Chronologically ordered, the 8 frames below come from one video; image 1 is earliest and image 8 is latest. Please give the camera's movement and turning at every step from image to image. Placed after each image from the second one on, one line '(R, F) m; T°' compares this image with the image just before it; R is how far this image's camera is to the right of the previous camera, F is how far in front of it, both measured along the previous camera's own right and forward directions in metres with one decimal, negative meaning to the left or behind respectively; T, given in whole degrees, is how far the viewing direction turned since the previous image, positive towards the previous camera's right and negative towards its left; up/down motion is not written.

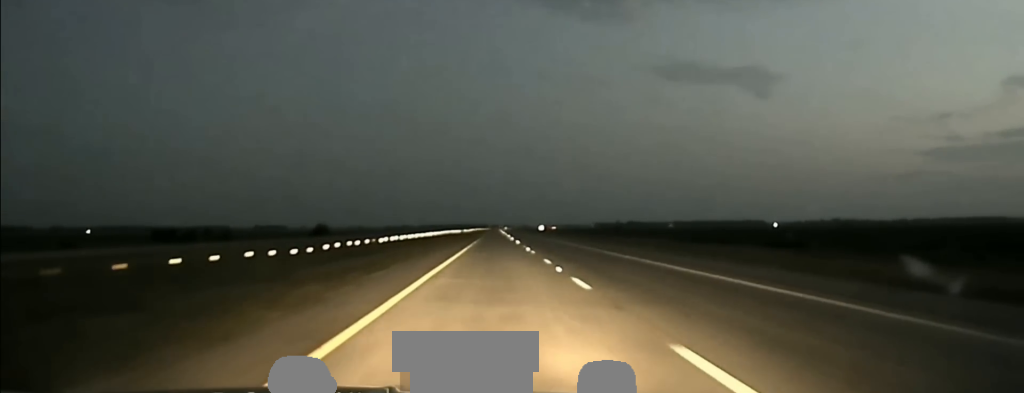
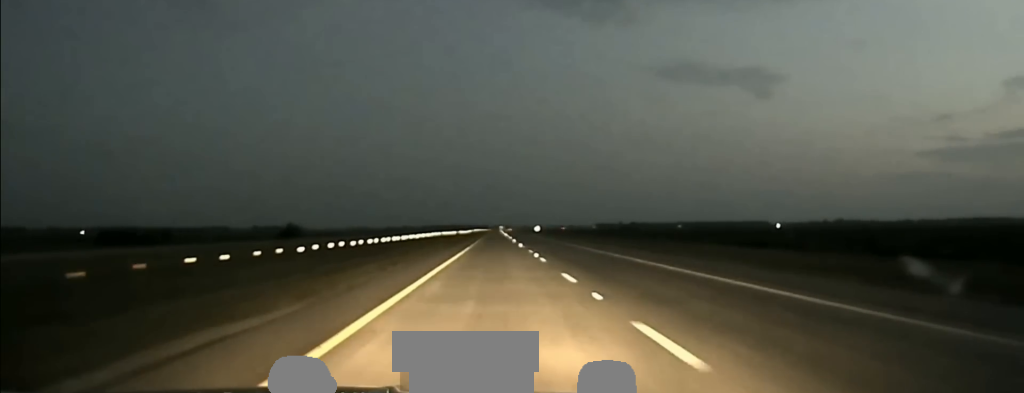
(-0.2, +34.4) m; 0°
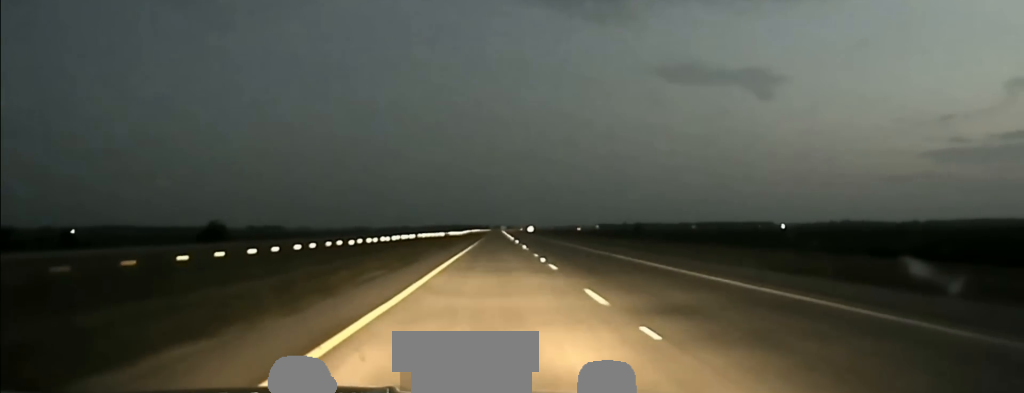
(-0.1, +57.7) m; 0°
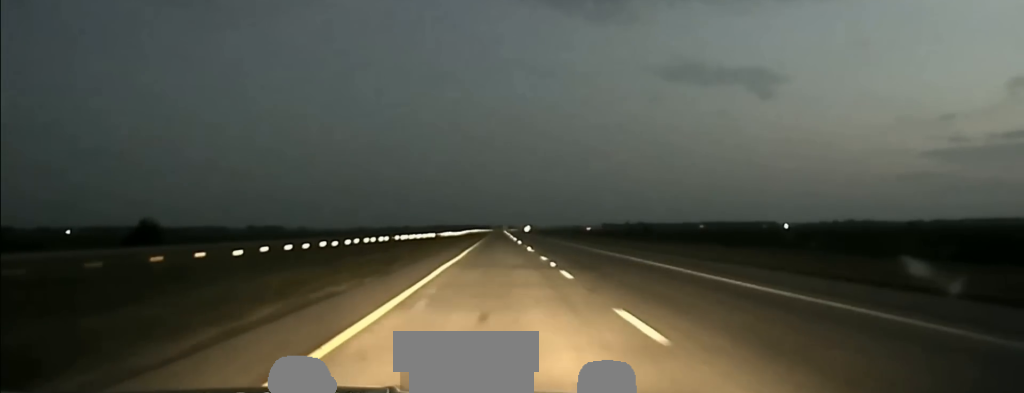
(+0.2, +30.6) m; 0°
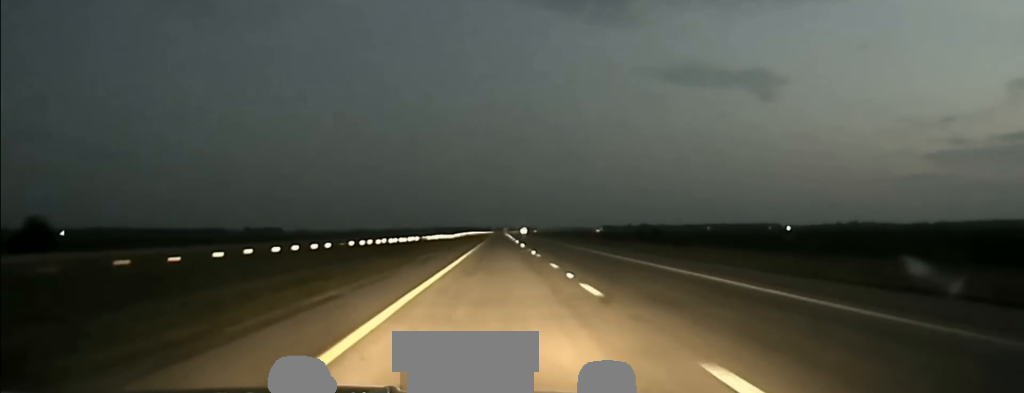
(-0.1, +33.3) m; 0°
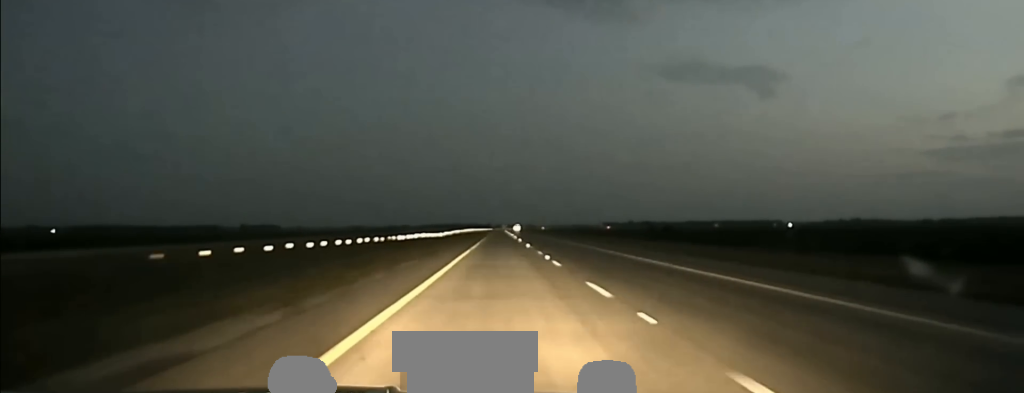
(0.0, +40.6) m; 0°
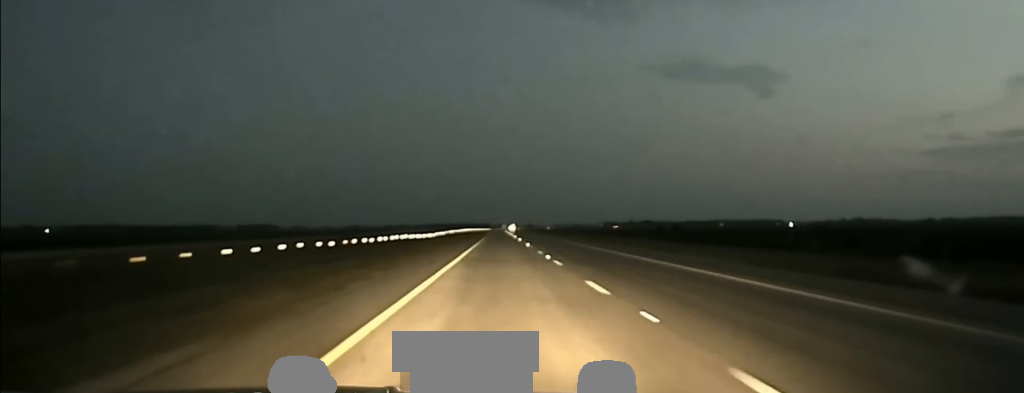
(+0.1, +24.2) m; 0°
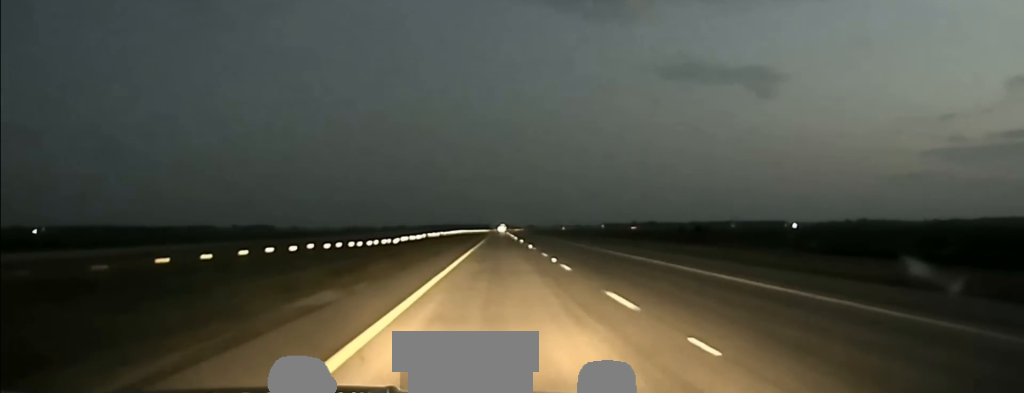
(0.0, +45.6) m; 0°
